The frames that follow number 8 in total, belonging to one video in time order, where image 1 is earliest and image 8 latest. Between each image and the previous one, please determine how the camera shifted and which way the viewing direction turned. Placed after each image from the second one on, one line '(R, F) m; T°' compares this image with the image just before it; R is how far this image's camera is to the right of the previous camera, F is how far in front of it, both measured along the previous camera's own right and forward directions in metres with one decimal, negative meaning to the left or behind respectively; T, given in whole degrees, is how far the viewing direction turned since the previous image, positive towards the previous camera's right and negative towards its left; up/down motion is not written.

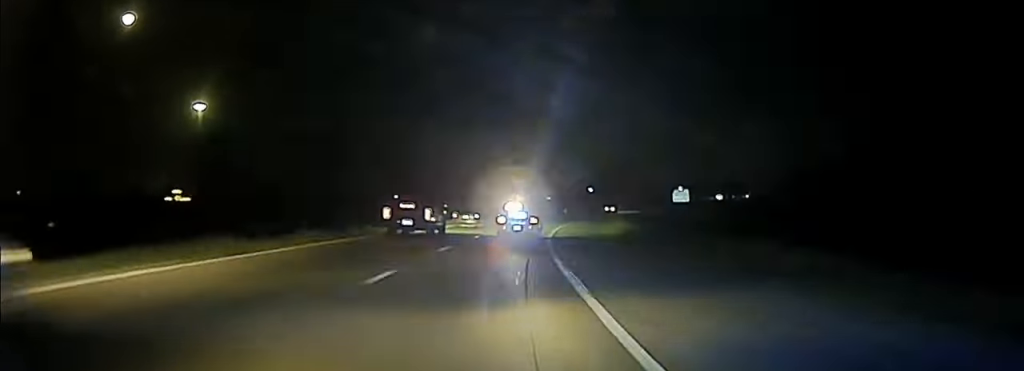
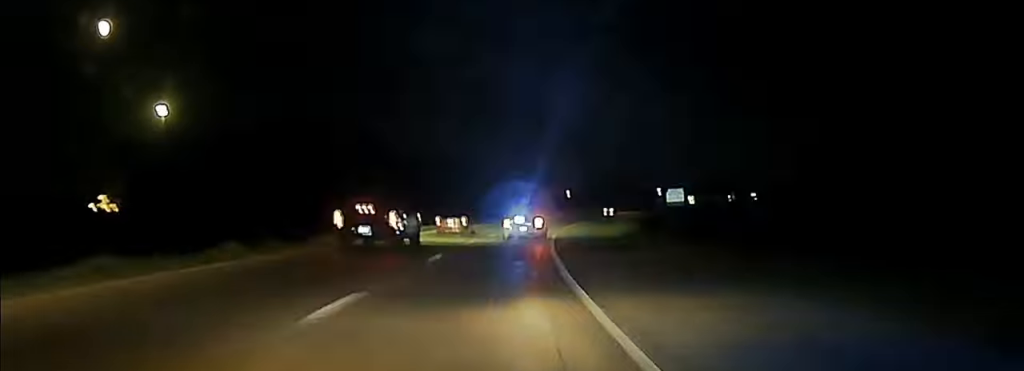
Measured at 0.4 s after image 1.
(+0.4, +17.2) m; +2°
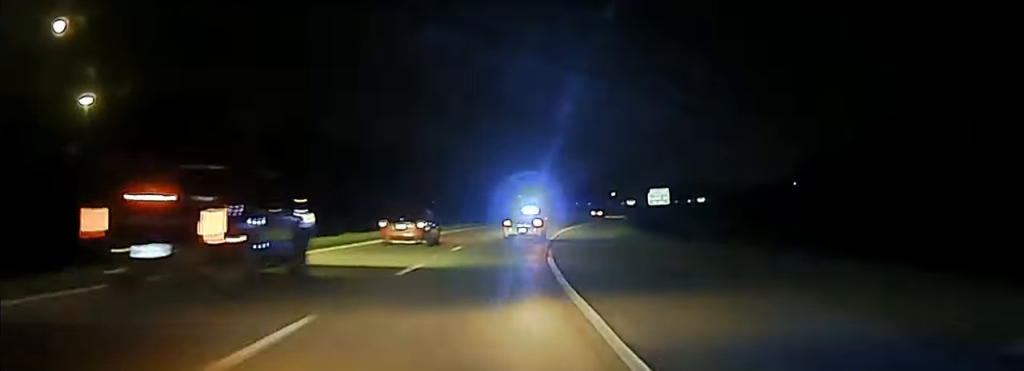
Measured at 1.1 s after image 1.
(+0.2, +25.2) m; +2°
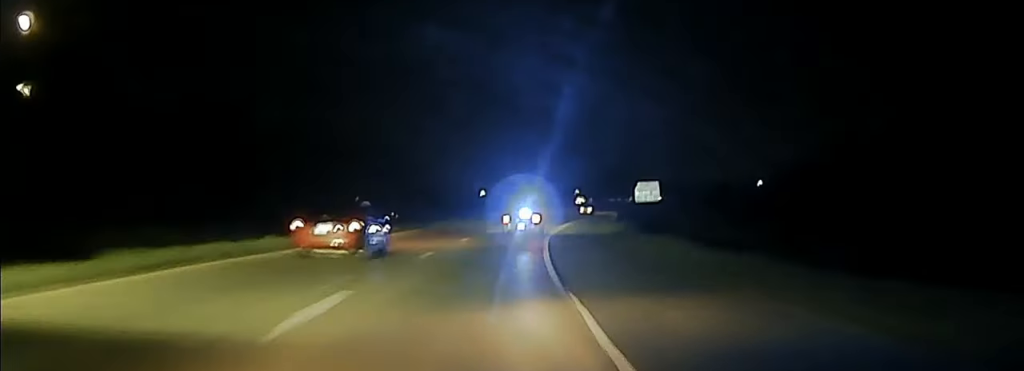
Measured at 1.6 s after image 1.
(+0.6, +20.1) m; +2°
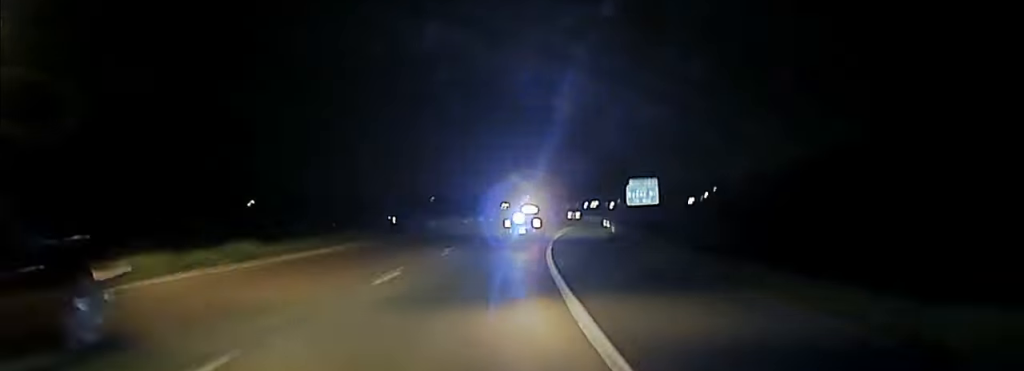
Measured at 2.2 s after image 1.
(+0.4, +26.8) m; +3°
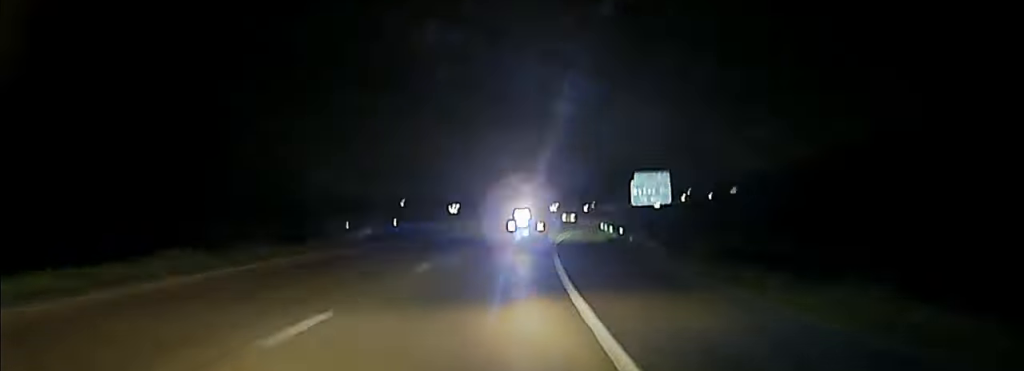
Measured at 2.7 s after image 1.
(+0.7, +18.5) m; +3°
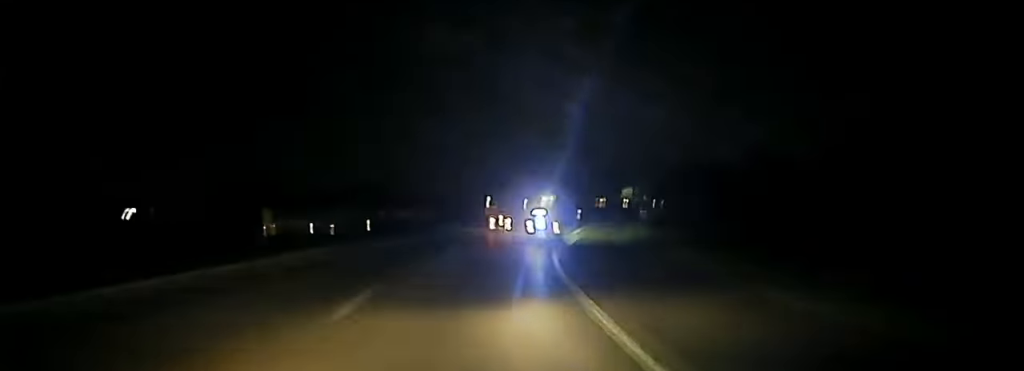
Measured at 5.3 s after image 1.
(+11.5, +116.0) m; +11°
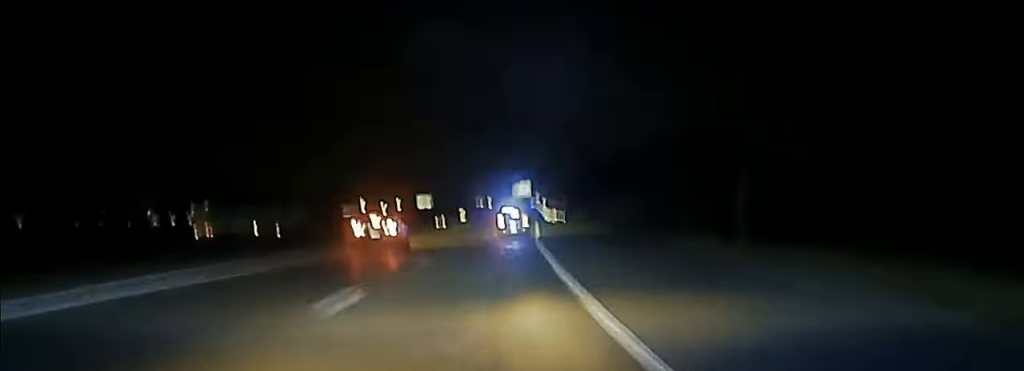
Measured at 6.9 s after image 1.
(+6.7, +74.3) m; +9°
